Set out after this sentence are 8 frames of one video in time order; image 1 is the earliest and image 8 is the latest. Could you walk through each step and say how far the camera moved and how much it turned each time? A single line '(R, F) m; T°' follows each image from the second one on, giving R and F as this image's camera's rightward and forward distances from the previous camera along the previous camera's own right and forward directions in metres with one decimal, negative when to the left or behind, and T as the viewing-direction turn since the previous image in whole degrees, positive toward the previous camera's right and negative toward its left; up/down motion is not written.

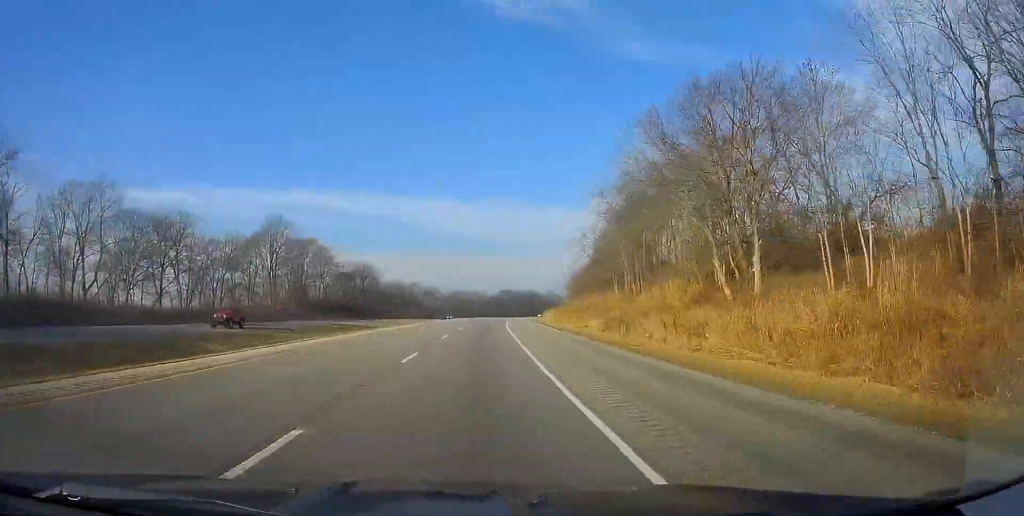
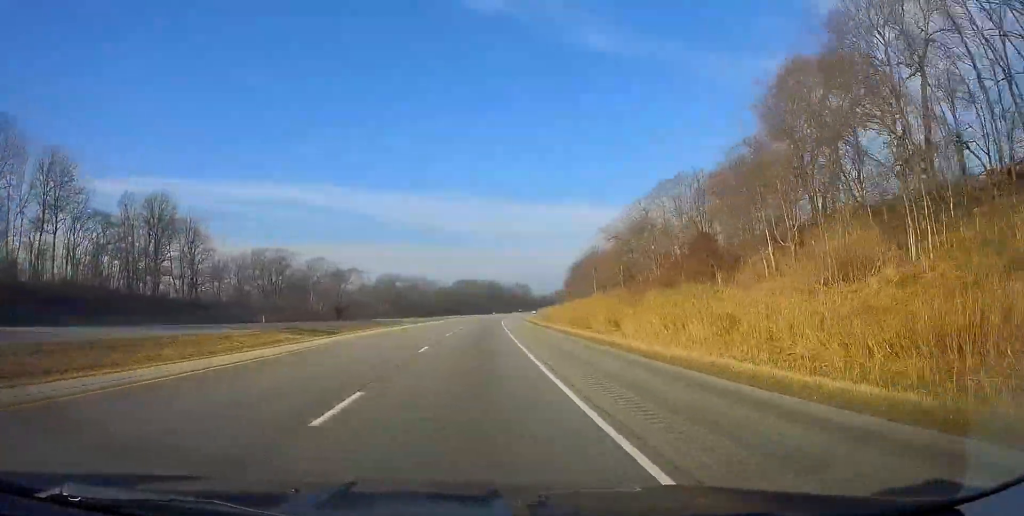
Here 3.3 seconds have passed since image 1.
(+4.0, +108.5) m; +5°
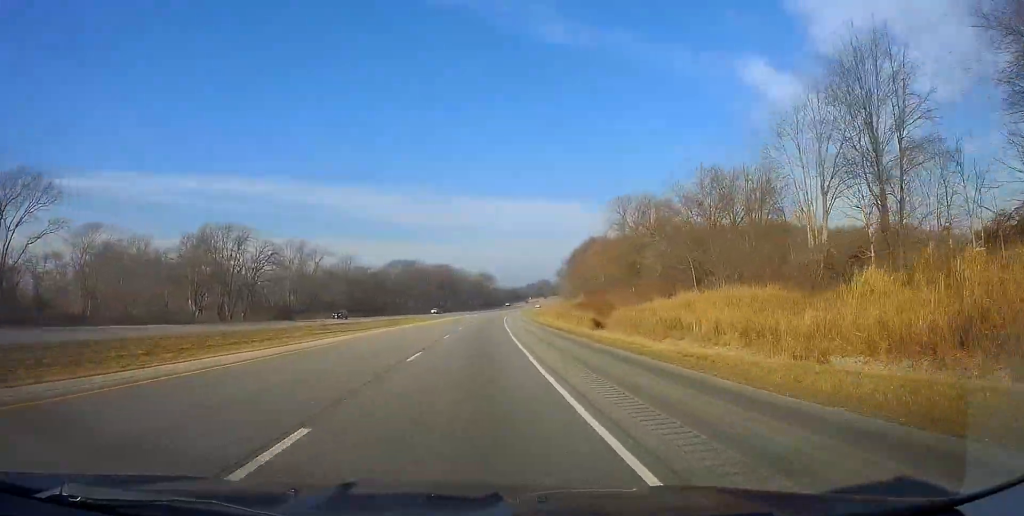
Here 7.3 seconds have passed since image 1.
(+5.1, +130.6) m; +4°
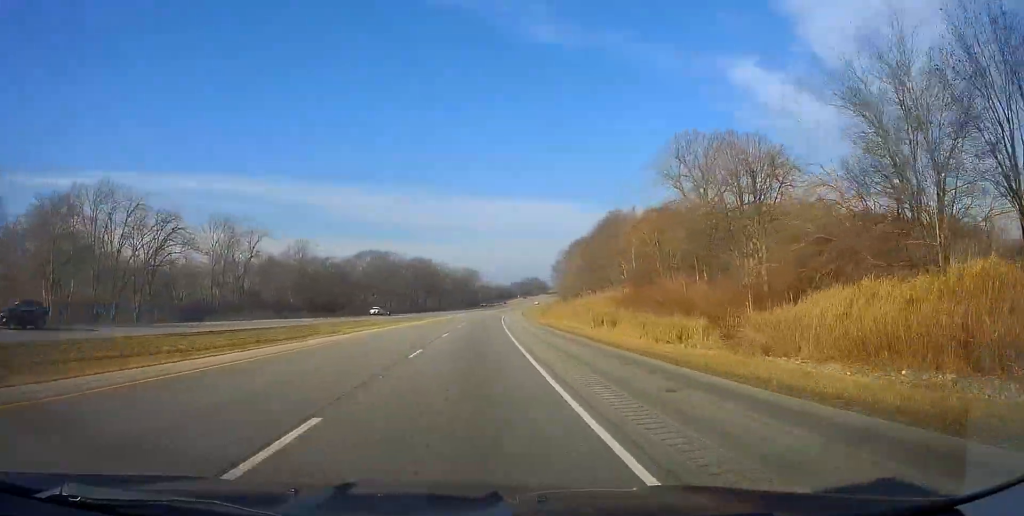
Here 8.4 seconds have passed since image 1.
(+0.8, +37.2) m; +1°
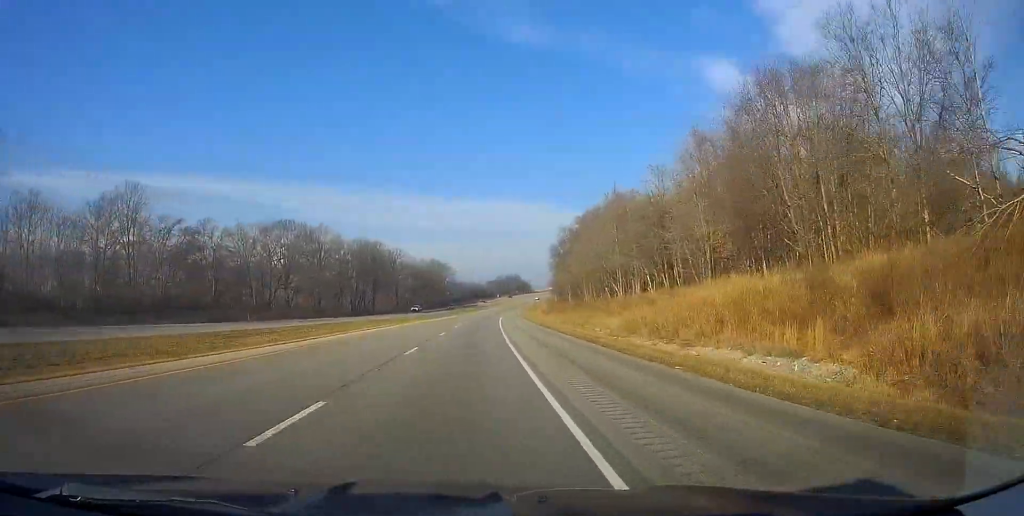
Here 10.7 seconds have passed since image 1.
(+1.5, +74.4) m; +2°
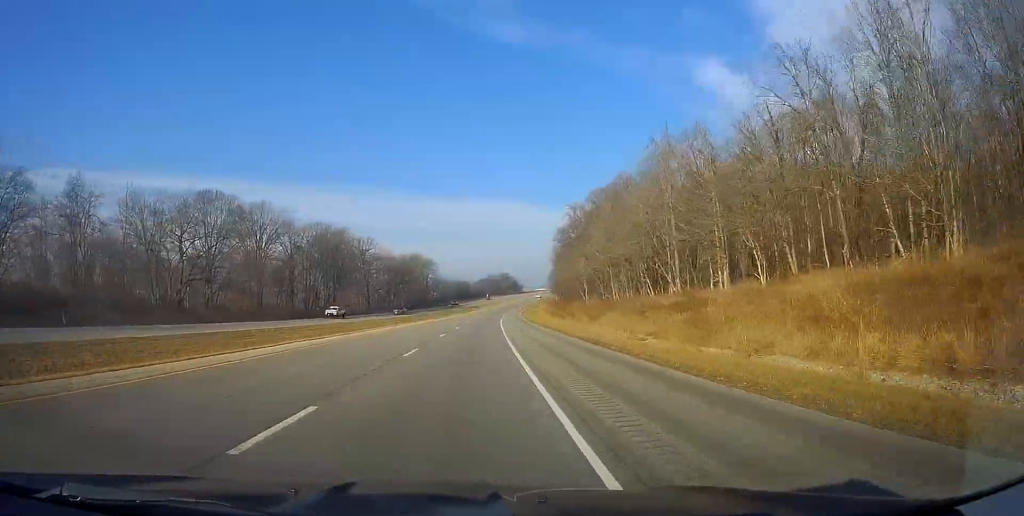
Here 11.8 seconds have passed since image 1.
(+0.5, +38.3) m; +1°
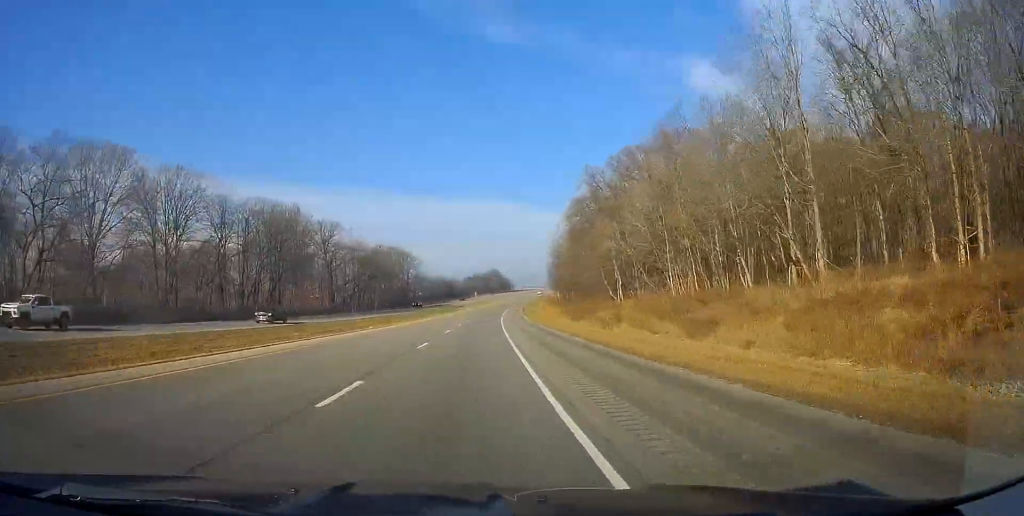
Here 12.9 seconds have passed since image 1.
(+0.2, +35.0) m; +1°
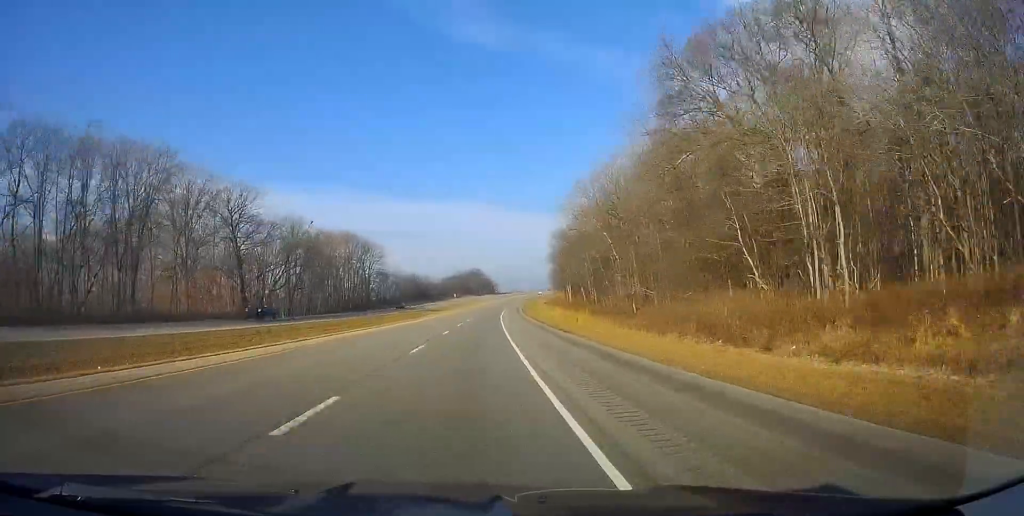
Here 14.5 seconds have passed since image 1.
(+0.7, +52.4) m; +2°
